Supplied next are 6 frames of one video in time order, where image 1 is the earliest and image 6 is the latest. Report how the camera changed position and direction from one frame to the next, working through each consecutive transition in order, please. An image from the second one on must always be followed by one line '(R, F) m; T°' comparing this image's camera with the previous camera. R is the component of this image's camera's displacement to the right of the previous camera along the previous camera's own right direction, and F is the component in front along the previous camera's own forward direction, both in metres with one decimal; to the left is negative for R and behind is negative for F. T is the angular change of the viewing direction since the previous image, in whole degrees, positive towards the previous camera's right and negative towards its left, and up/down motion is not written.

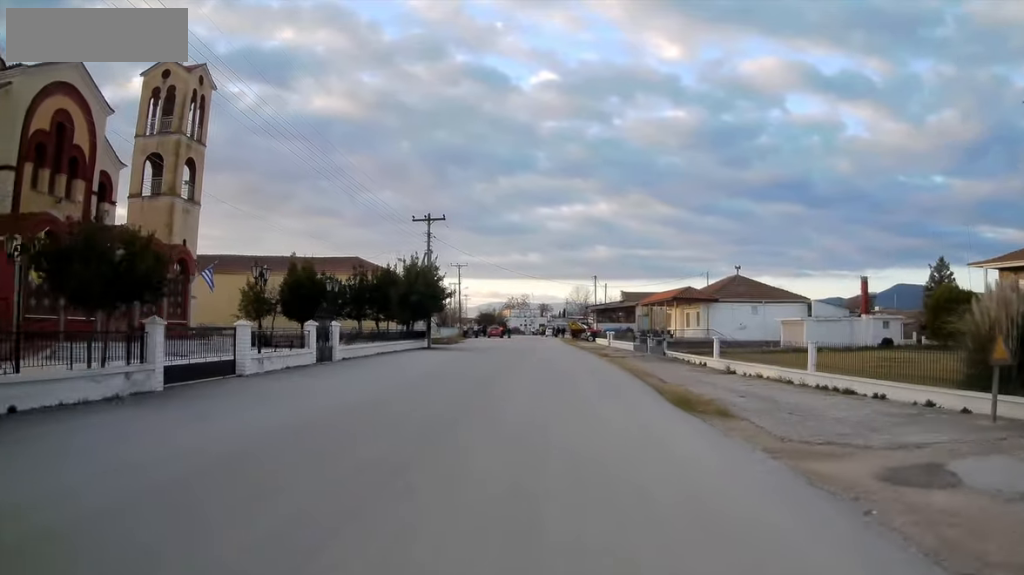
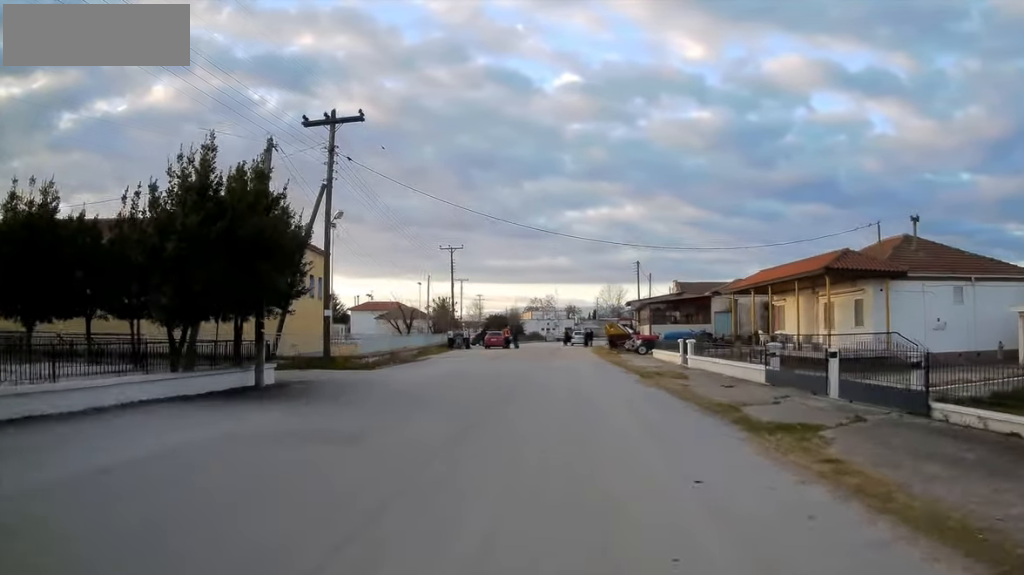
(0.0, +28.7) m; -2°
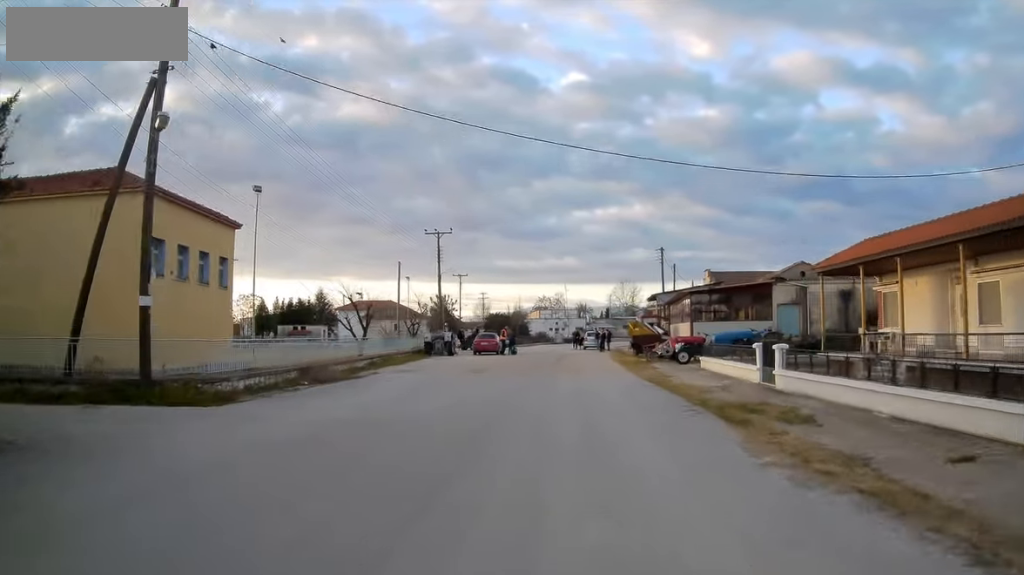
(-0.4, +13.4) m; -3°
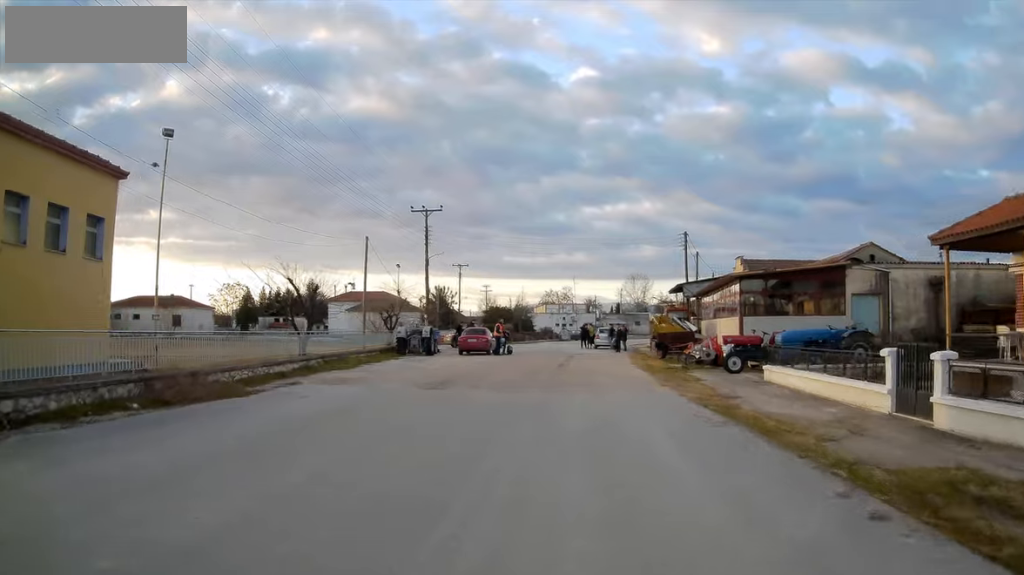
(-0.2, +10.0) m; -1°
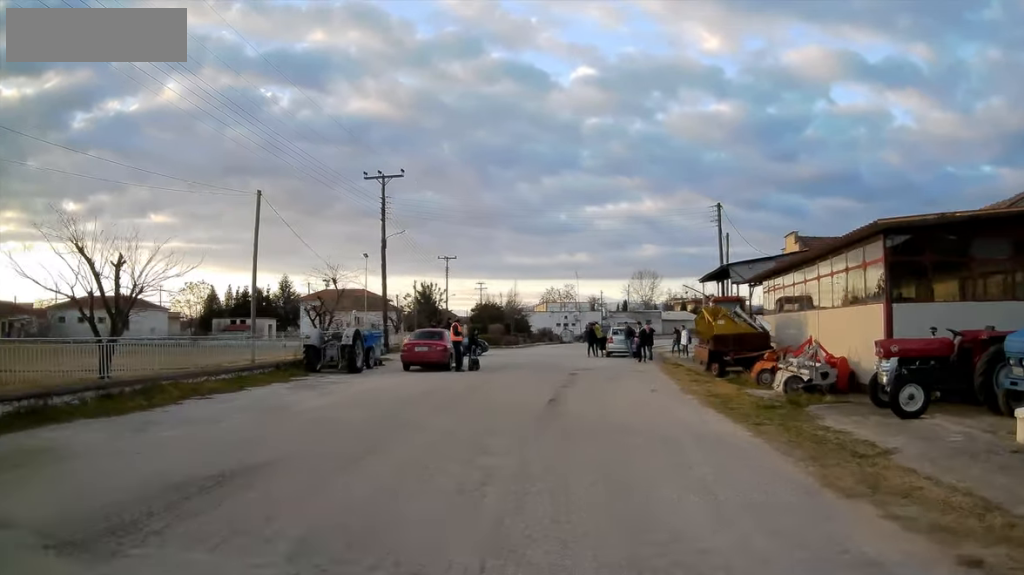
(-0.1, +16.1) m; -1°
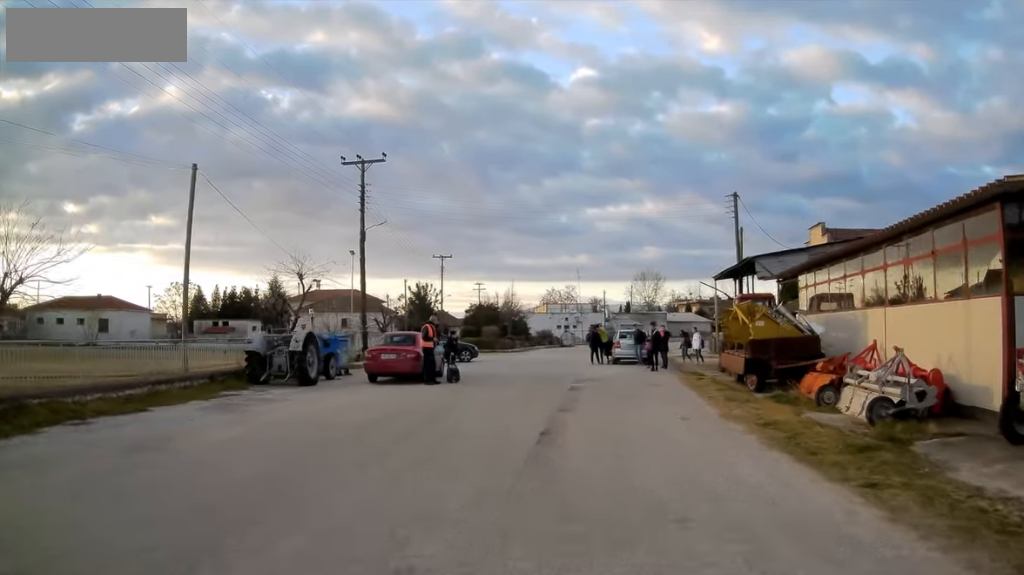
(-0.1, +6.5) m; 0°
